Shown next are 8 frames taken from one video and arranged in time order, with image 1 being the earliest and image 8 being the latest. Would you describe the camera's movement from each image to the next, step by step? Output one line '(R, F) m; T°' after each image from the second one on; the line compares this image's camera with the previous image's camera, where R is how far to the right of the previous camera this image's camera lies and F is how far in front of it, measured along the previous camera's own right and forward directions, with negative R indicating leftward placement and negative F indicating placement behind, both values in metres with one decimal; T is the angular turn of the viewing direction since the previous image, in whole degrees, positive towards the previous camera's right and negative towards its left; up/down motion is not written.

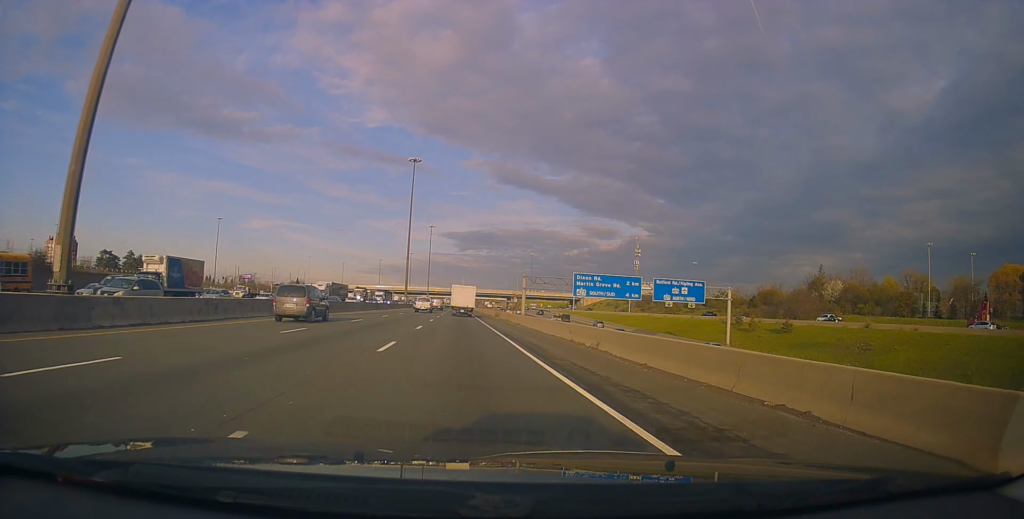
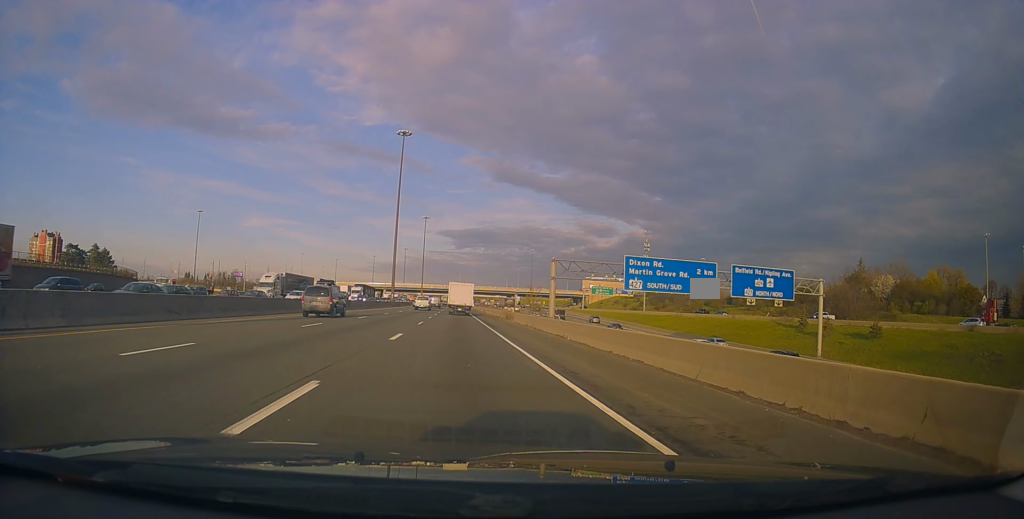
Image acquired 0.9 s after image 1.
(-0.2, +21.2) m; 0°
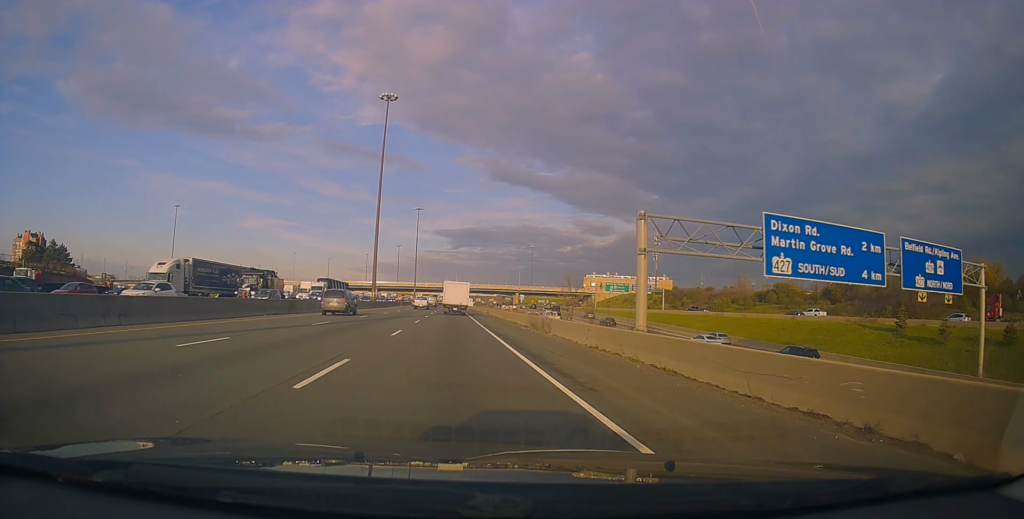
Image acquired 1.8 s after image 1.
(+0.4, +22.0) m; +1°
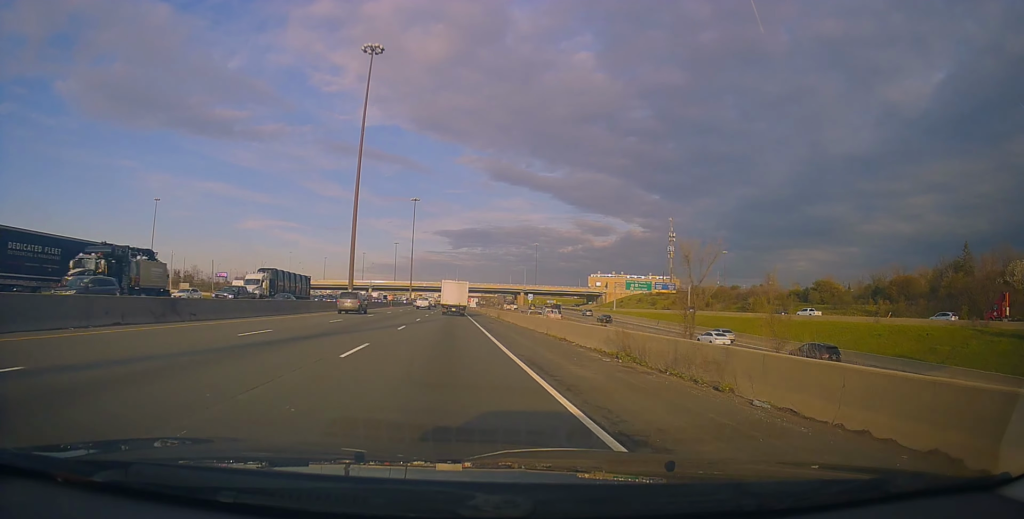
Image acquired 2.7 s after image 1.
(+0.2, +19.9) m; 0°
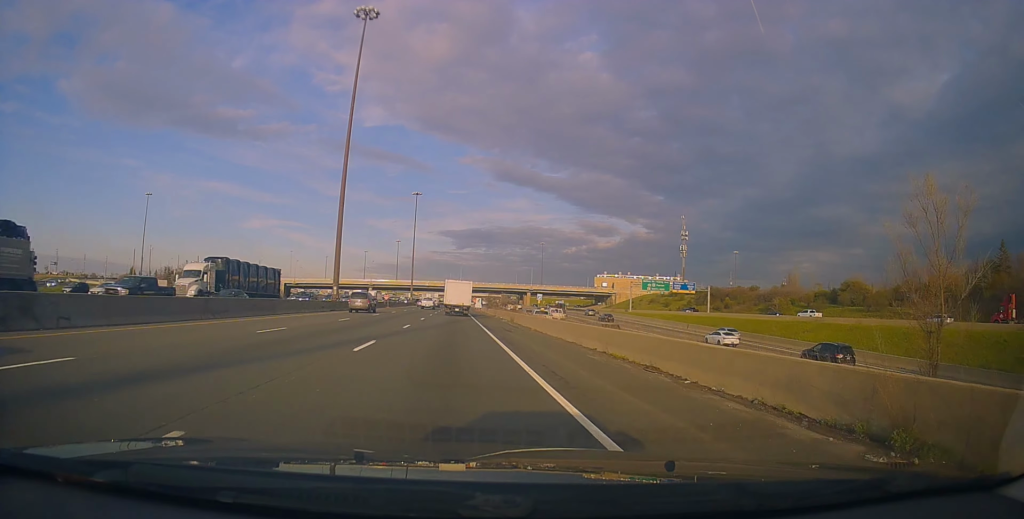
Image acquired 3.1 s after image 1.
(+0.2, +10.9) m; -1°
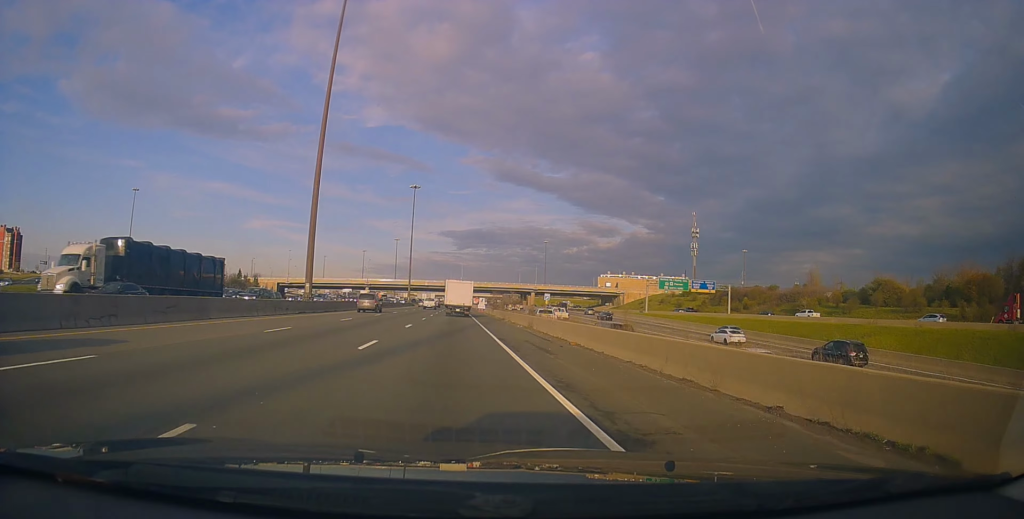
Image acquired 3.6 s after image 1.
(-0.3, +11.6) m; 0°
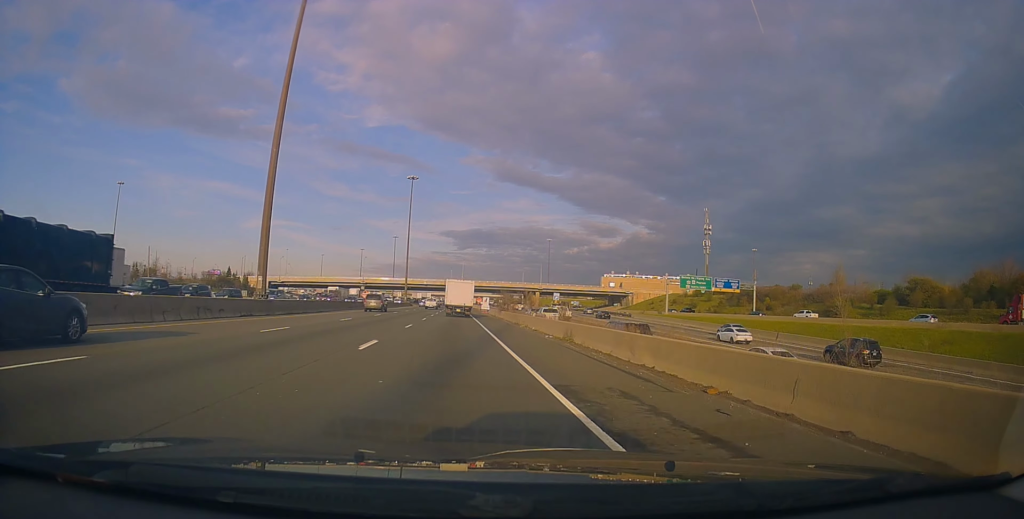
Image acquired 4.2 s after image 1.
(-0.3, +12.8) m; 0°
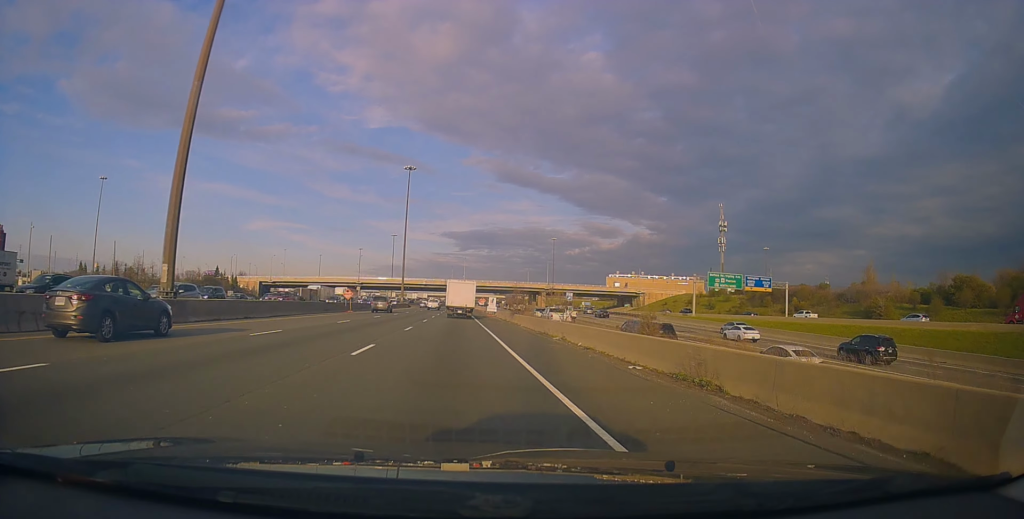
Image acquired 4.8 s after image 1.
(+0.3, +12.8) m; 0°
